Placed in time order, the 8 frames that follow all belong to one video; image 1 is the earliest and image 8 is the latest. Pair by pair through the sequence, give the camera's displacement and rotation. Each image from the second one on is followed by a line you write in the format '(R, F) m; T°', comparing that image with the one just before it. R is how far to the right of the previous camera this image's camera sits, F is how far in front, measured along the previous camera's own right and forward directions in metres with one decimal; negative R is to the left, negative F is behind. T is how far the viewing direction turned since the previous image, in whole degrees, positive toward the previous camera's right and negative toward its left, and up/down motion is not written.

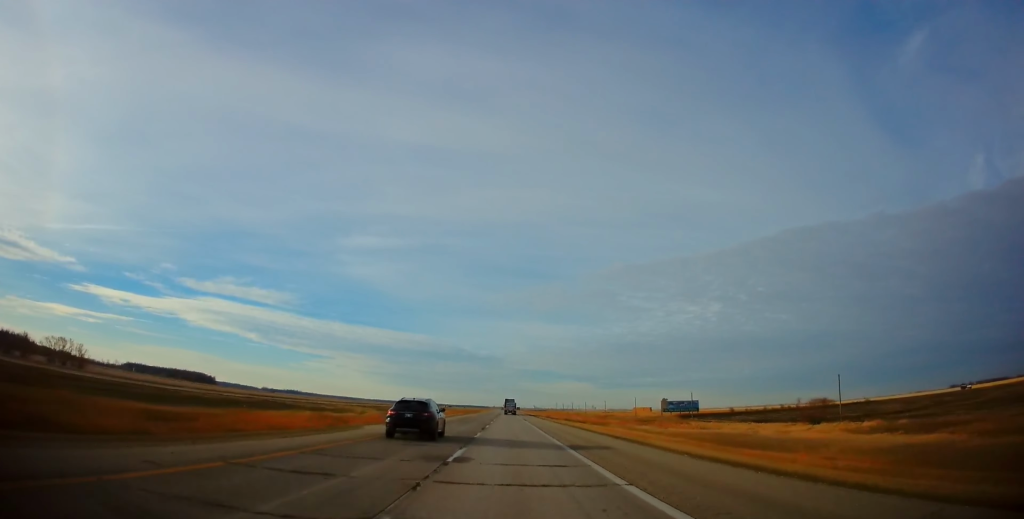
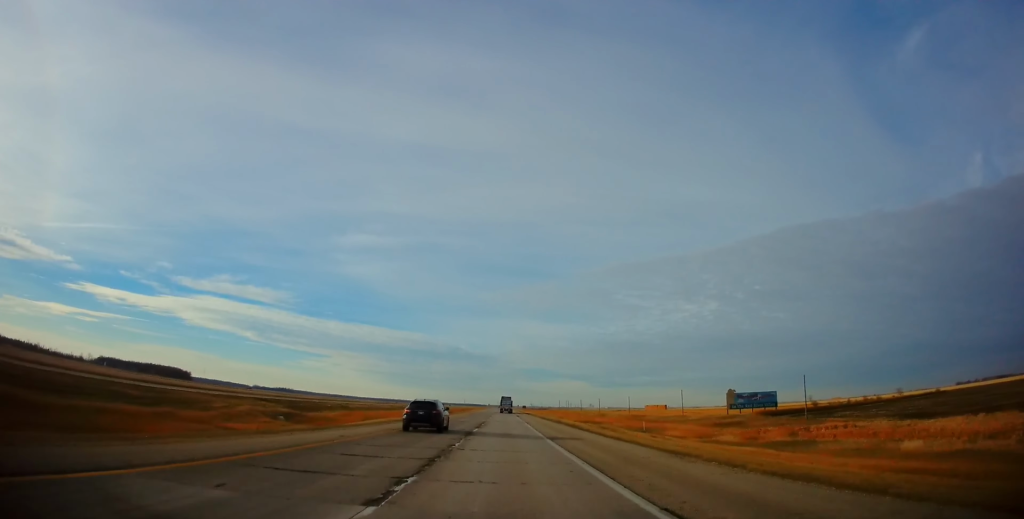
(+0.4, +69.4) m; 0°
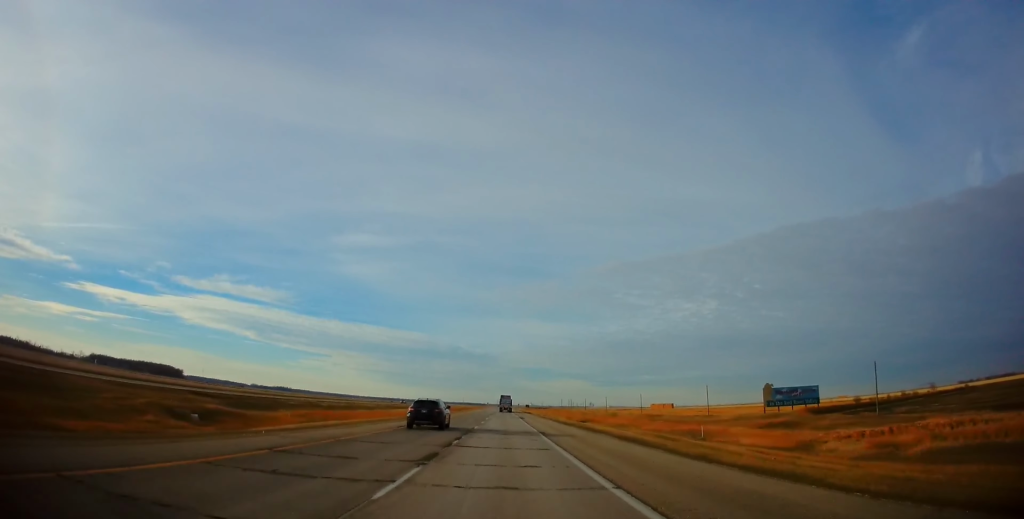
(-0.2, +22.7) m; 0°
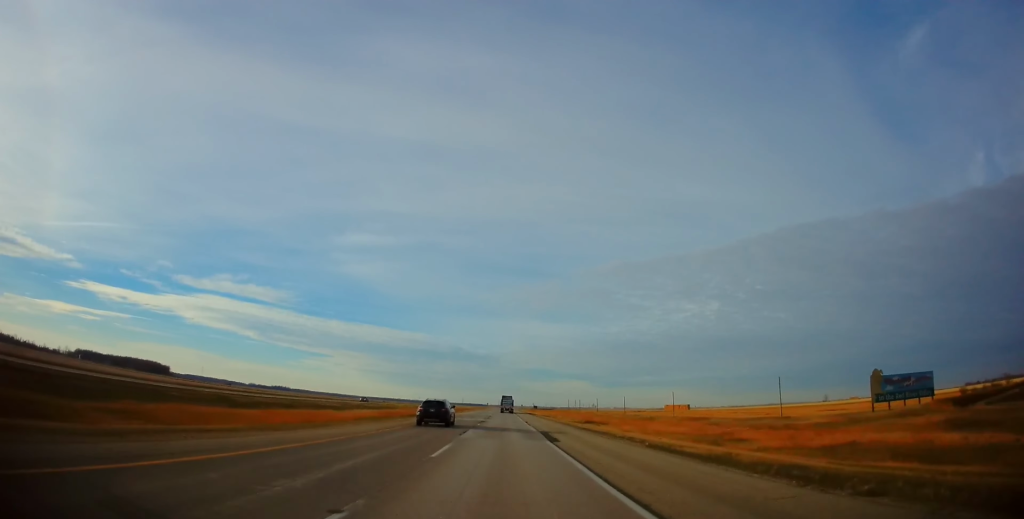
(+0.1, +41.5) m; +1°
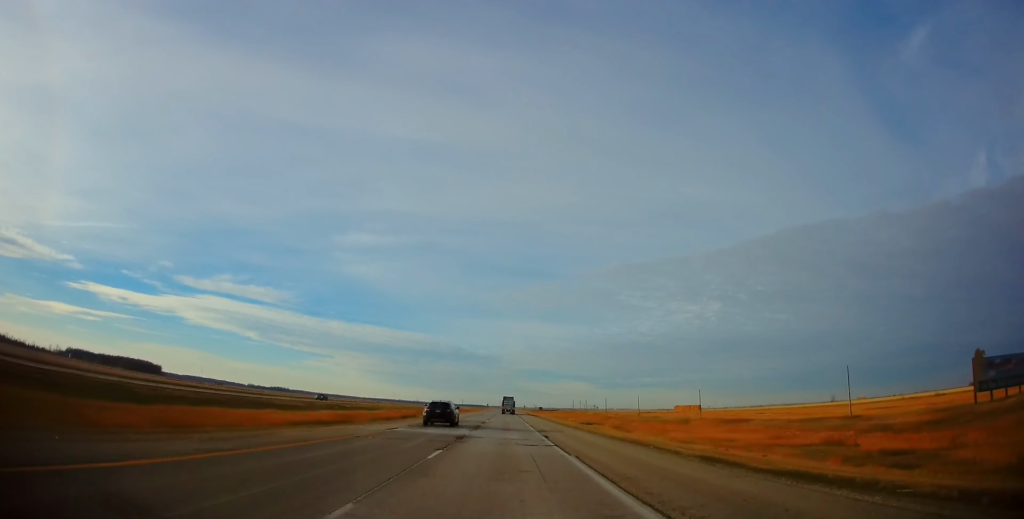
(+0.2, +24.6) m; 0°
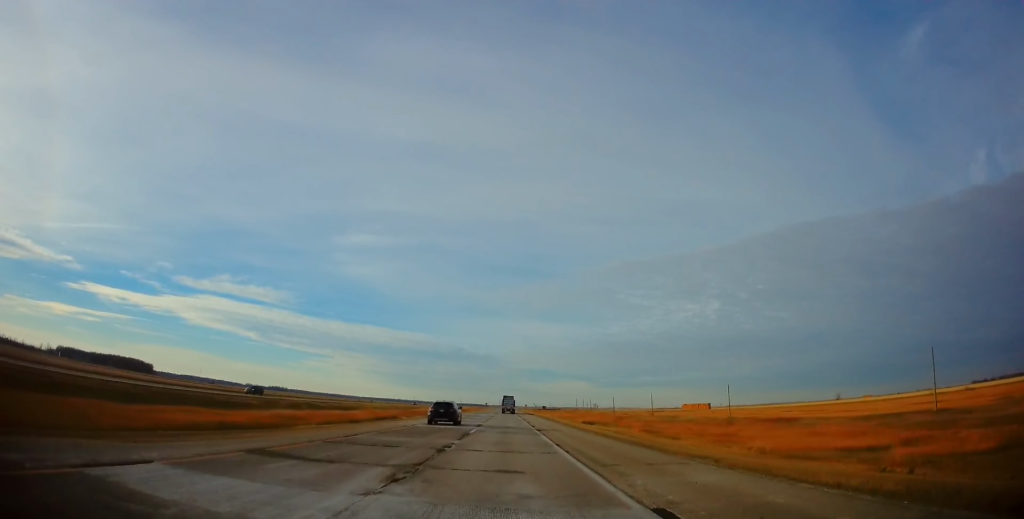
(0.0, +21.6) m; 0°
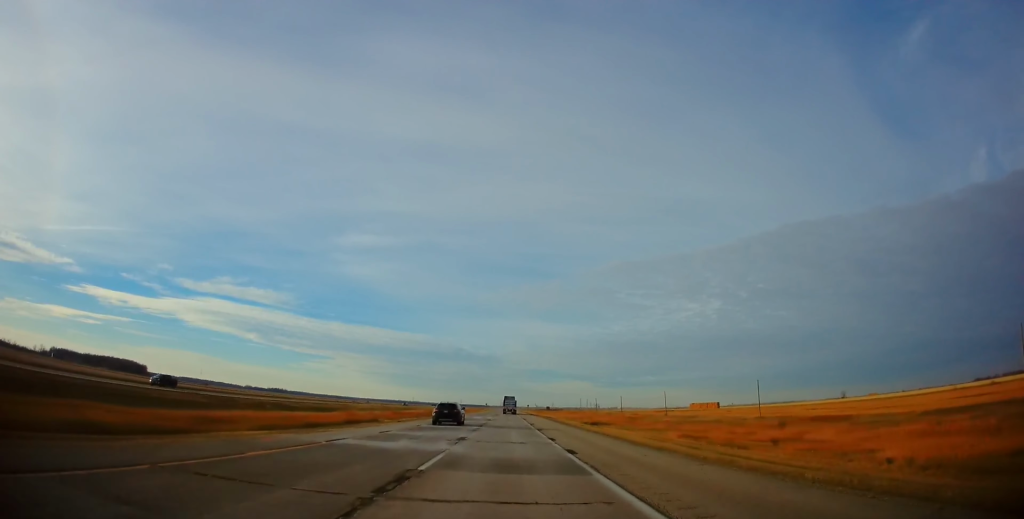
(-0.1, +16.6) m; 0°
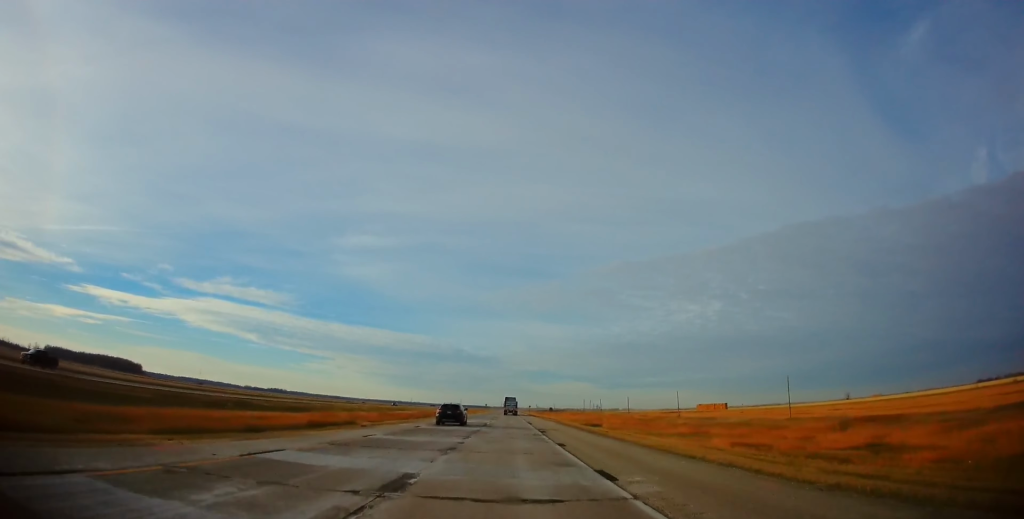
(-0.1, +13.6) m; 0°
